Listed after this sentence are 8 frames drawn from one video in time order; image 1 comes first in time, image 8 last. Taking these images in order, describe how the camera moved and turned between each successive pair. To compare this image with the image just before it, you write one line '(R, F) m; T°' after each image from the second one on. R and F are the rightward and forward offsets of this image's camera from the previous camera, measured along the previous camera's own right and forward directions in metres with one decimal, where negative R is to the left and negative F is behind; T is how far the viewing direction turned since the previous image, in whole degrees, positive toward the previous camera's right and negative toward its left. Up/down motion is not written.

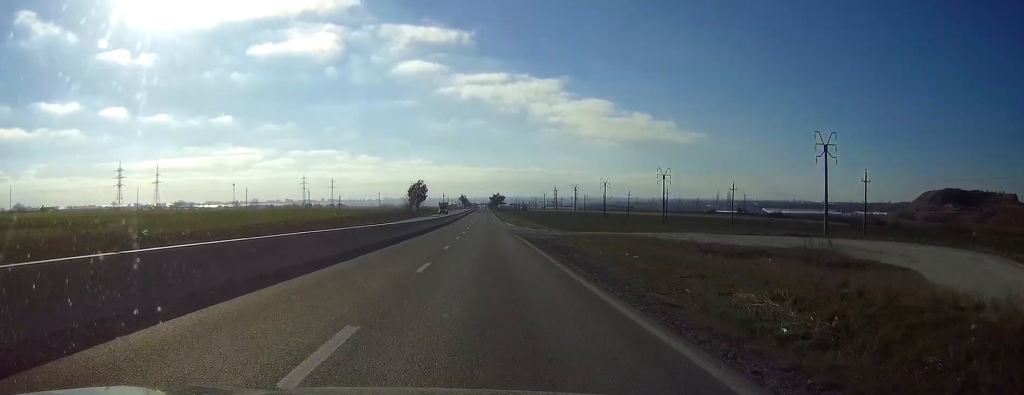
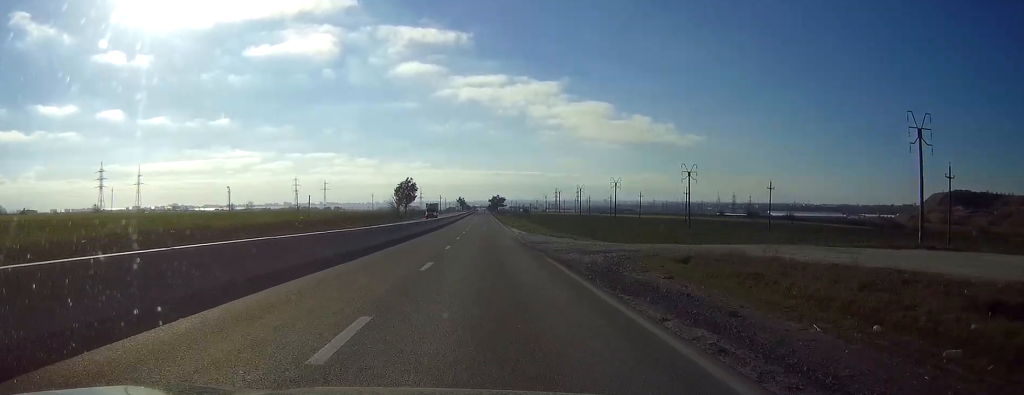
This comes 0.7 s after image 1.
(0.0, +22.4) m; 0°
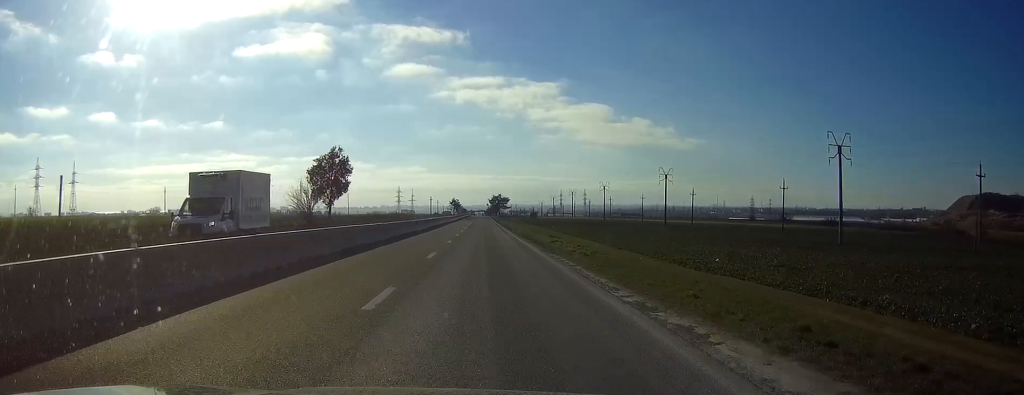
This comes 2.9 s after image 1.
(0.0, +67.5) m; 0°
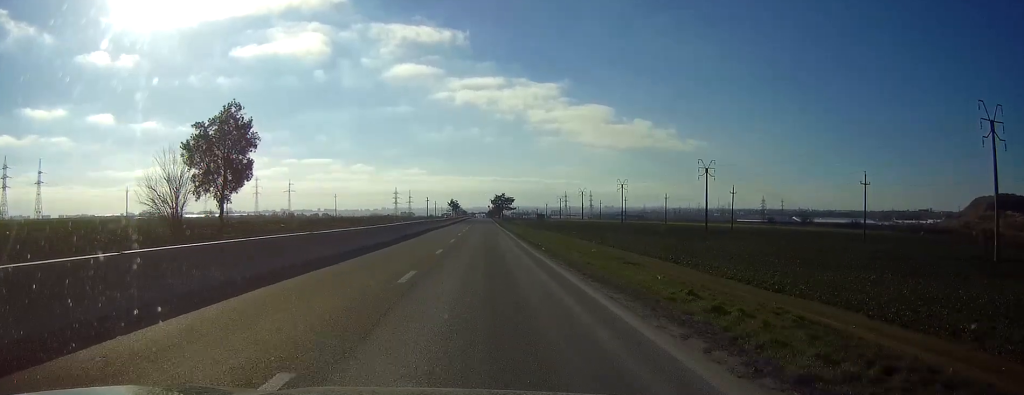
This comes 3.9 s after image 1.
(0.0, +30.7) m; 0°
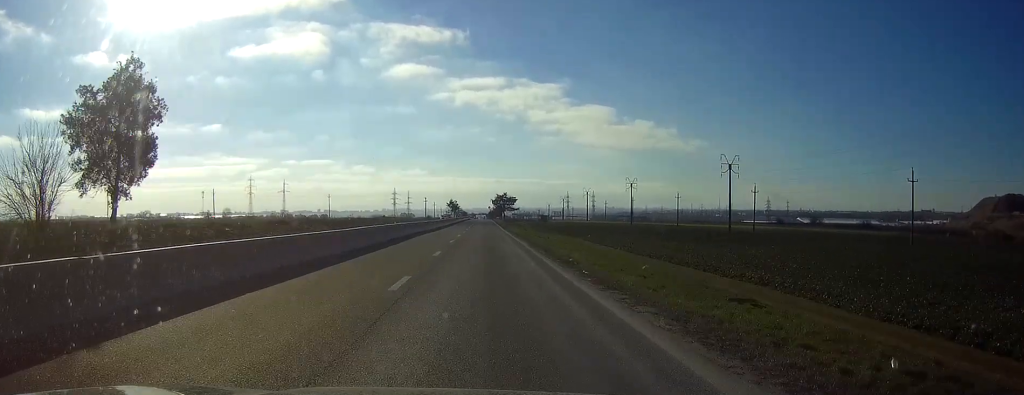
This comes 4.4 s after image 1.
(0.0, +13.3) m; 0°
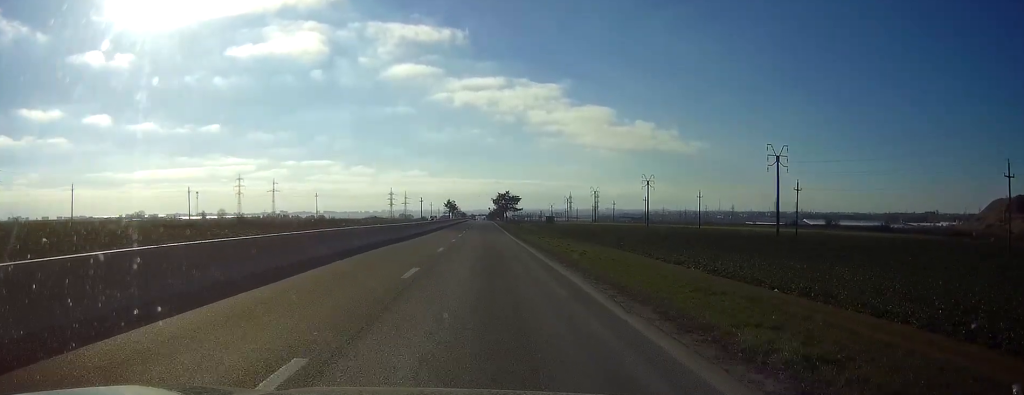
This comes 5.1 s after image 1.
(0.0, +21.5) m; 0°
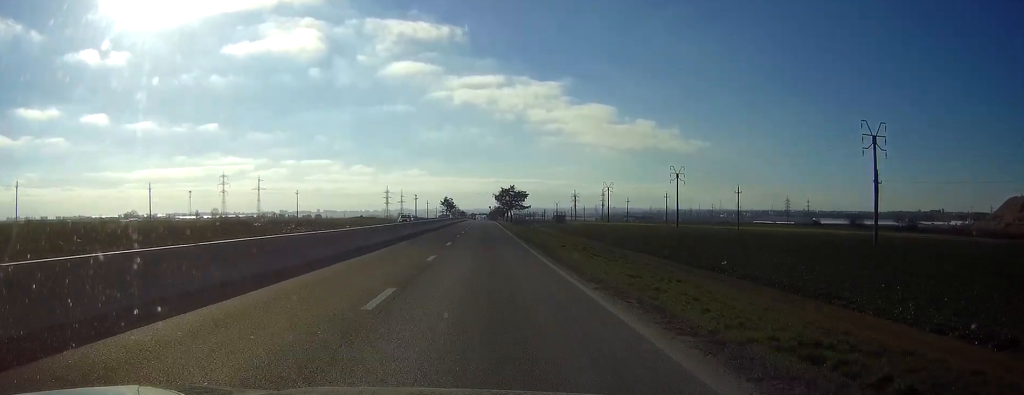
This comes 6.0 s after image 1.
(0.0, +28.7) m; 0°
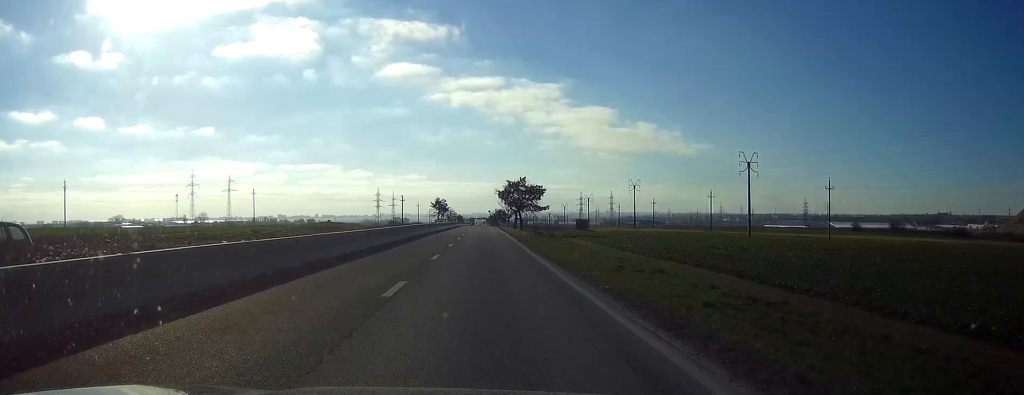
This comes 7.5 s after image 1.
(0.0, +45.0) m; 0°
